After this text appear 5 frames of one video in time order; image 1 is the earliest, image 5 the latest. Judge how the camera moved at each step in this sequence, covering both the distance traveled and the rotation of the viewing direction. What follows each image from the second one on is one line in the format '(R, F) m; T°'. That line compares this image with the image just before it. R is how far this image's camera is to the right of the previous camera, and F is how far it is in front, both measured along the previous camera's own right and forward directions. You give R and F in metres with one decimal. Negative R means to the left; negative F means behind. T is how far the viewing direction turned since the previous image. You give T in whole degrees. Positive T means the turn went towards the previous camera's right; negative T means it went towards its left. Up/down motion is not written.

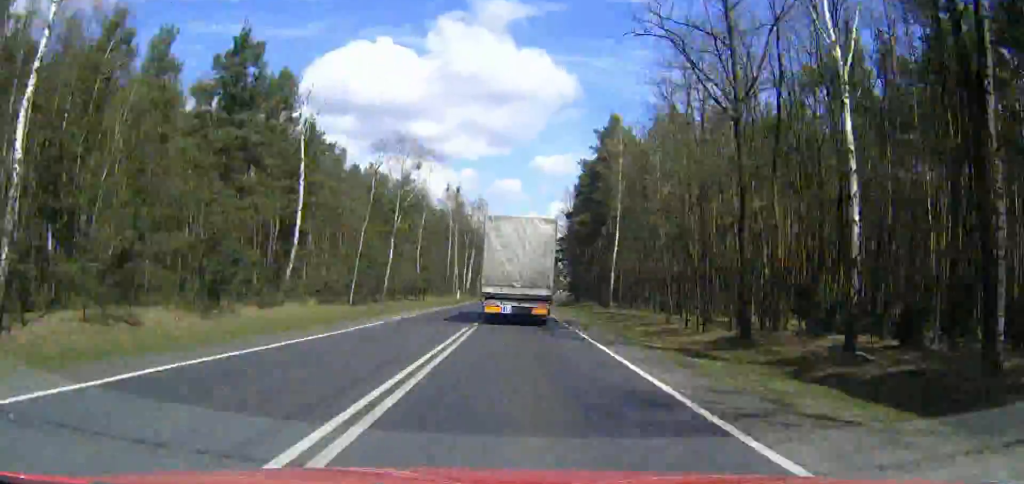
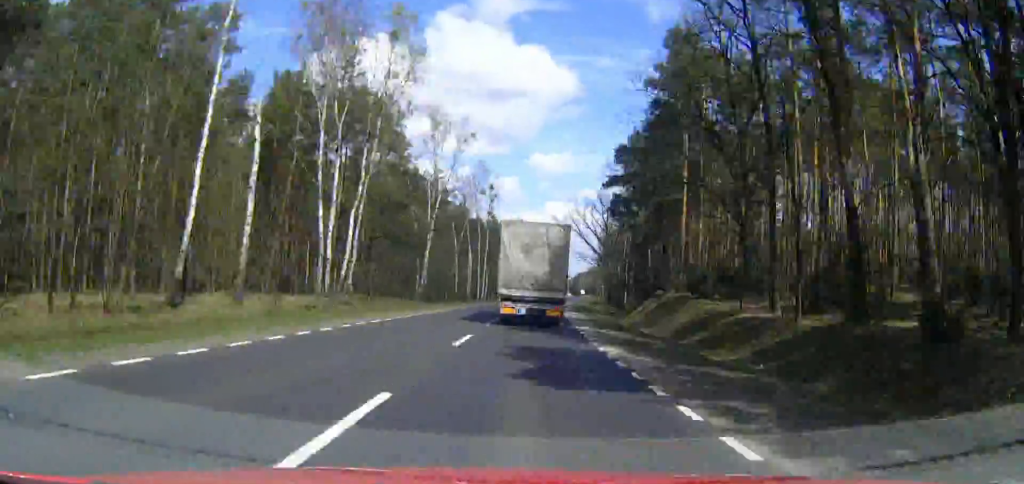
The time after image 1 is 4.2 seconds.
(+0.7, +94.5) m; 0°
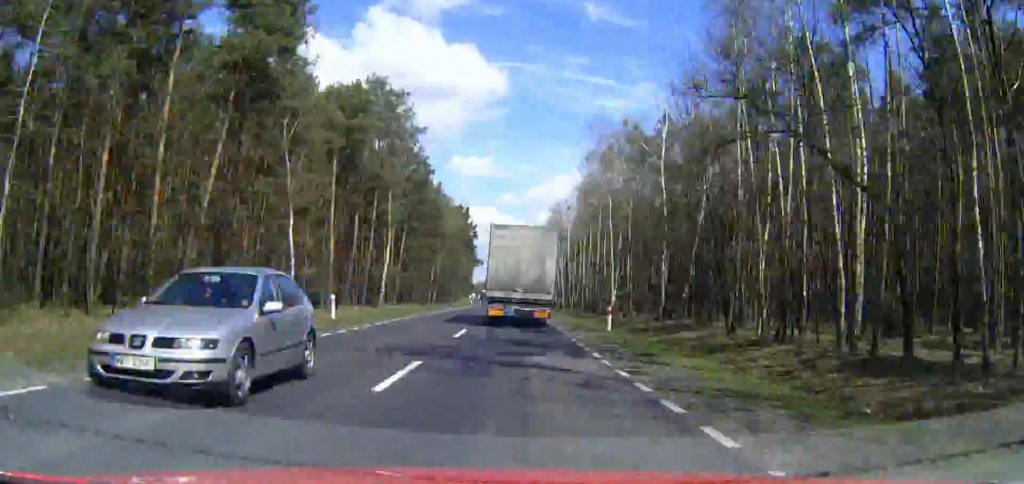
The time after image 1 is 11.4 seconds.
(+6.0, +162.3) m; +3°
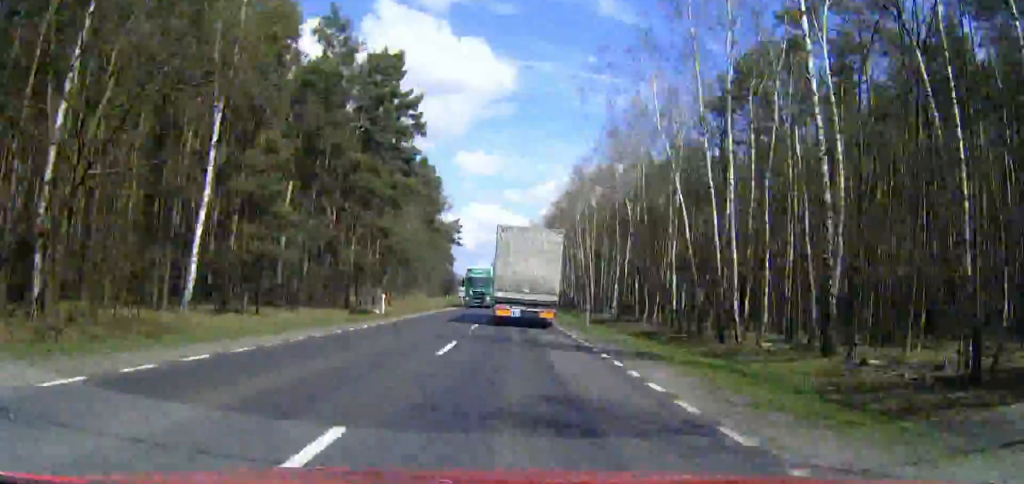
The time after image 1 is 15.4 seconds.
(0.0, +91.0) m; -1°
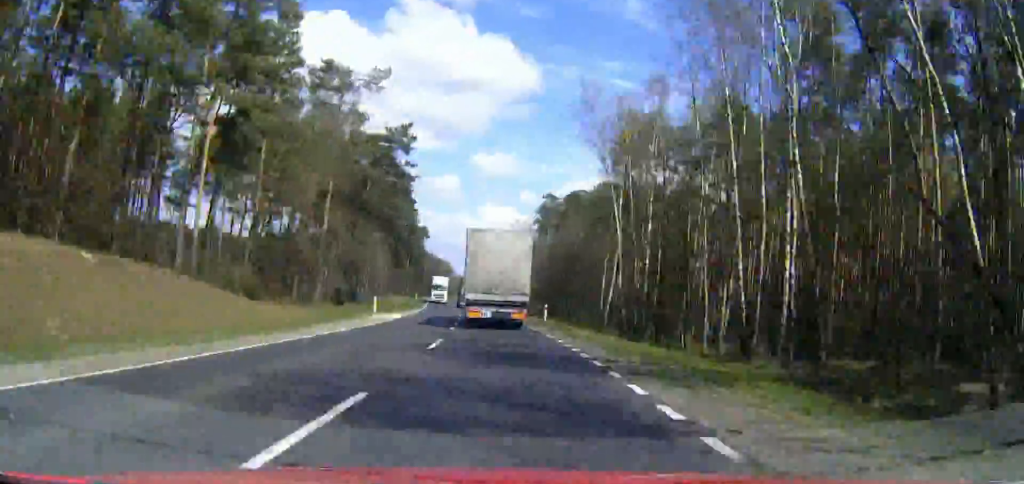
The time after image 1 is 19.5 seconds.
(-2.2, +93.9) m; -3°
